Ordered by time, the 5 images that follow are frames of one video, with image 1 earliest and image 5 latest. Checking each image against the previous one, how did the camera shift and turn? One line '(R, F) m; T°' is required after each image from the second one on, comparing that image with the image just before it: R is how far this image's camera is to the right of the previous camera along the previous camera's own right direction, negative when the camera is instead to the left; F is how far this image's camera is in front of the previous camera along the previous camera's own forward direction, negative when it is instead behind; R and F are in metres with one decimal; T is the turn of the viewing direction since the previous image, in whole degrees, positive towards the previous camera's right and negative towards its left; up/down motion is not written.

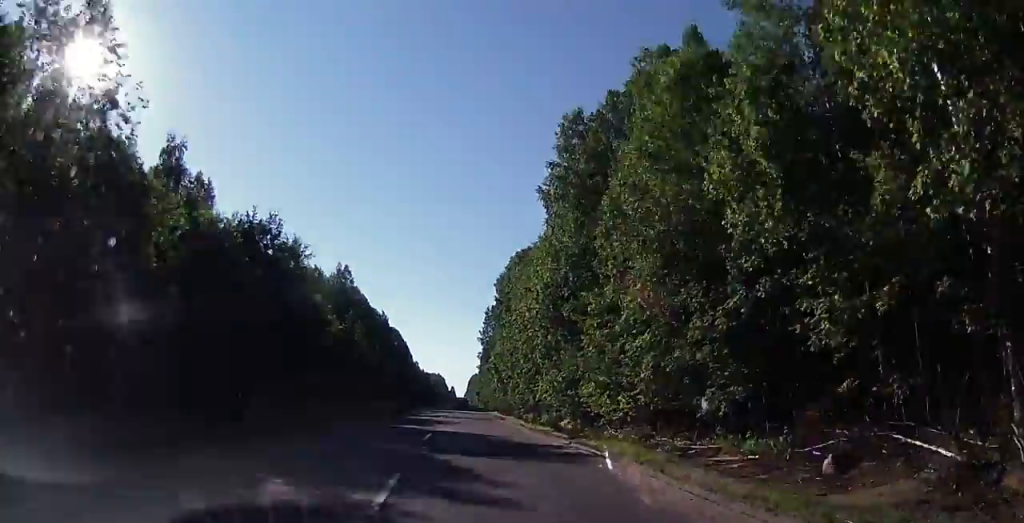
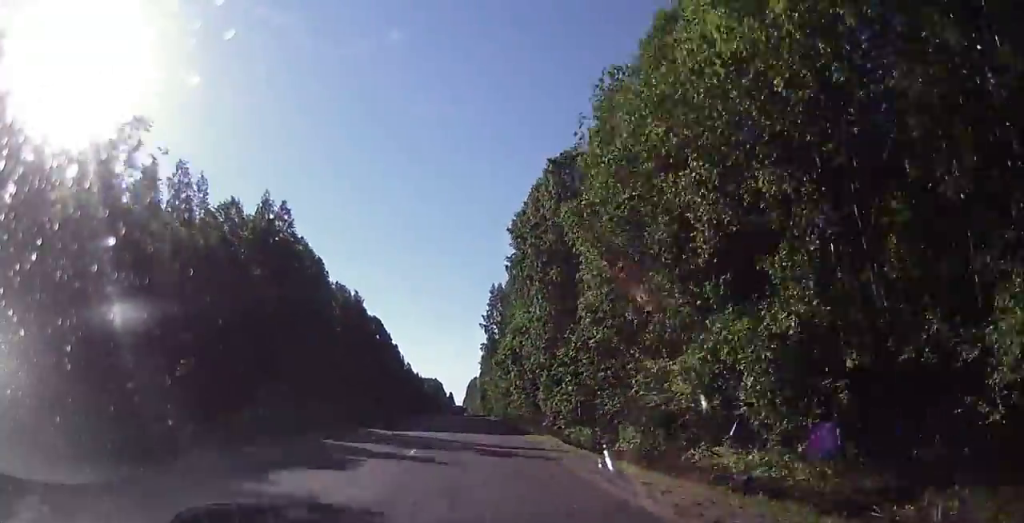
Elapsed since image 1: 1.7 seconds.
(-0.2, +40.6) m; 0°
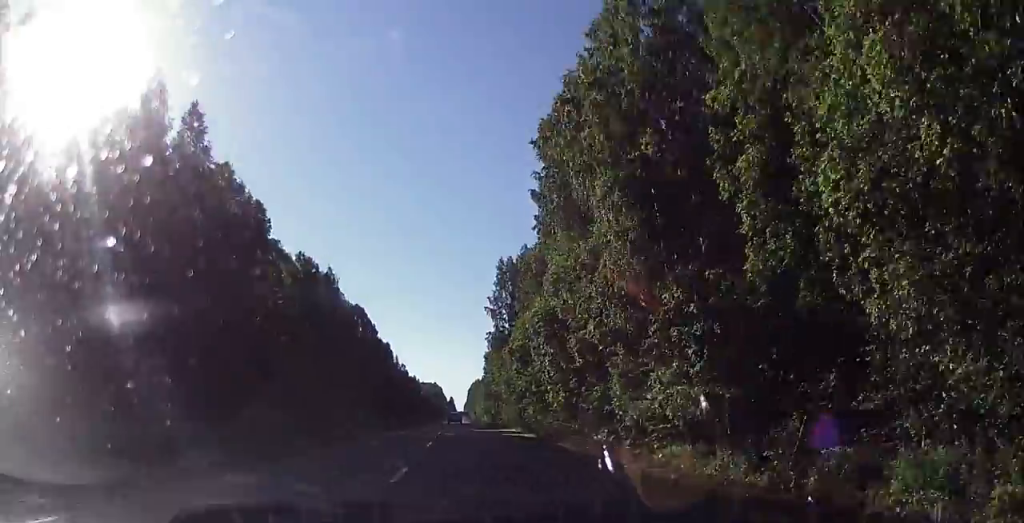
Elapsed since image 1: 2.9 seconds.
(+0.3, +28.1) m; +1°
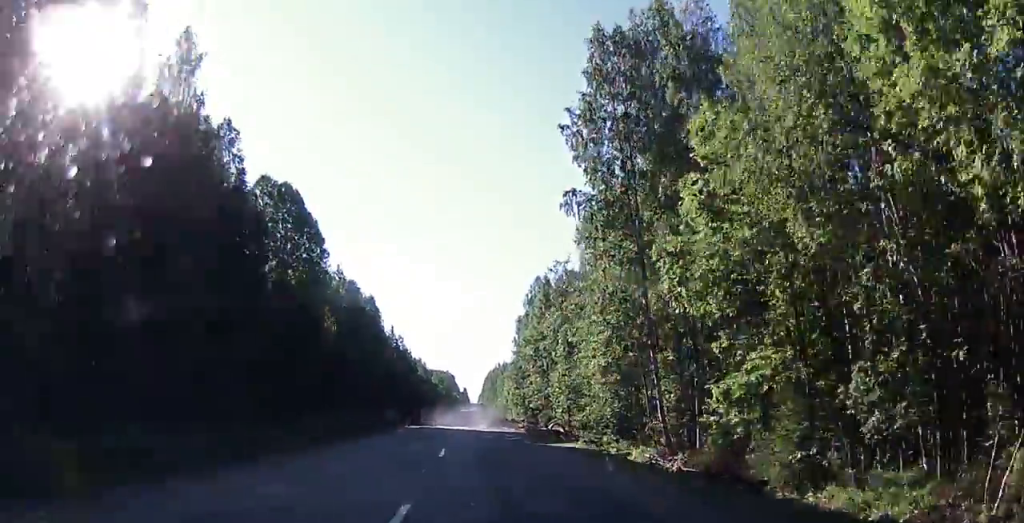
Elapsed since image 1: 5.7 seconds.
(+0.3, +67.5) m; 0°
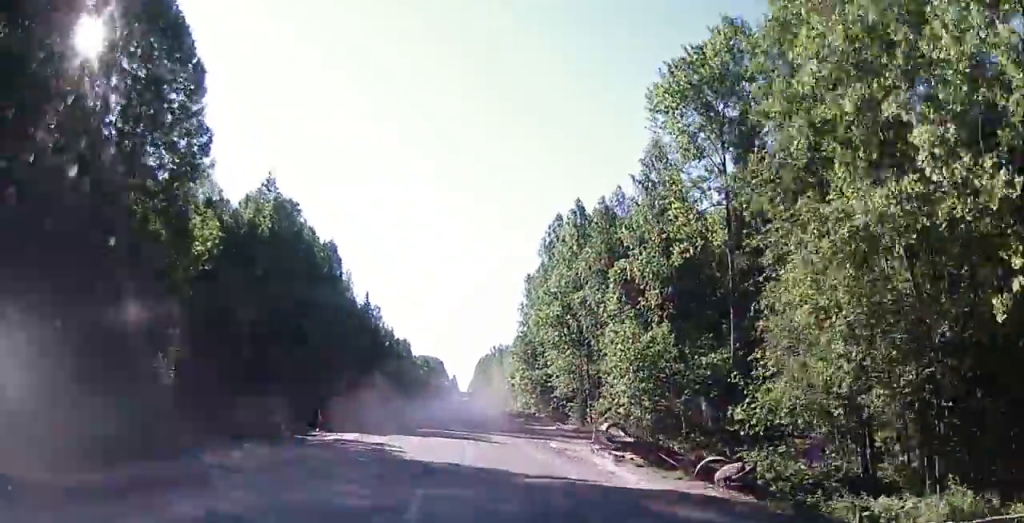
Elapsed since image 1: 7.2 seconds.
(-0.2, +37.4) m; 0°
